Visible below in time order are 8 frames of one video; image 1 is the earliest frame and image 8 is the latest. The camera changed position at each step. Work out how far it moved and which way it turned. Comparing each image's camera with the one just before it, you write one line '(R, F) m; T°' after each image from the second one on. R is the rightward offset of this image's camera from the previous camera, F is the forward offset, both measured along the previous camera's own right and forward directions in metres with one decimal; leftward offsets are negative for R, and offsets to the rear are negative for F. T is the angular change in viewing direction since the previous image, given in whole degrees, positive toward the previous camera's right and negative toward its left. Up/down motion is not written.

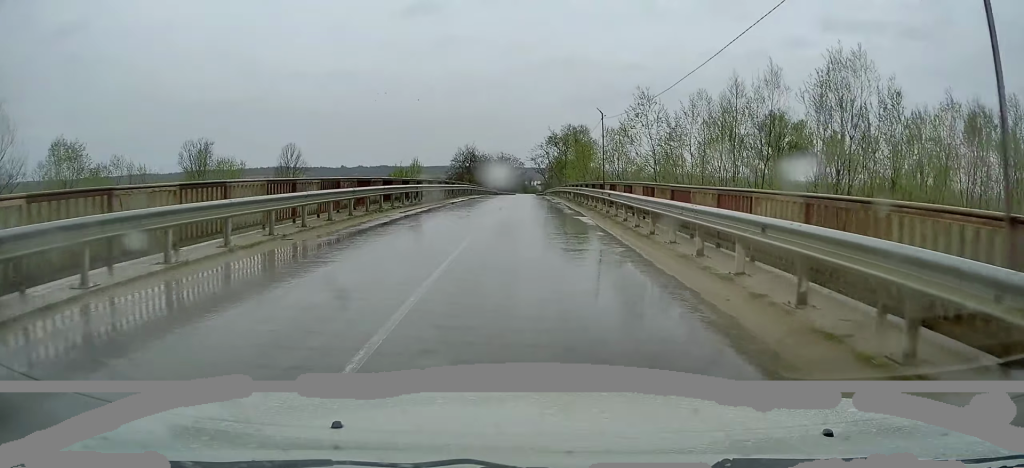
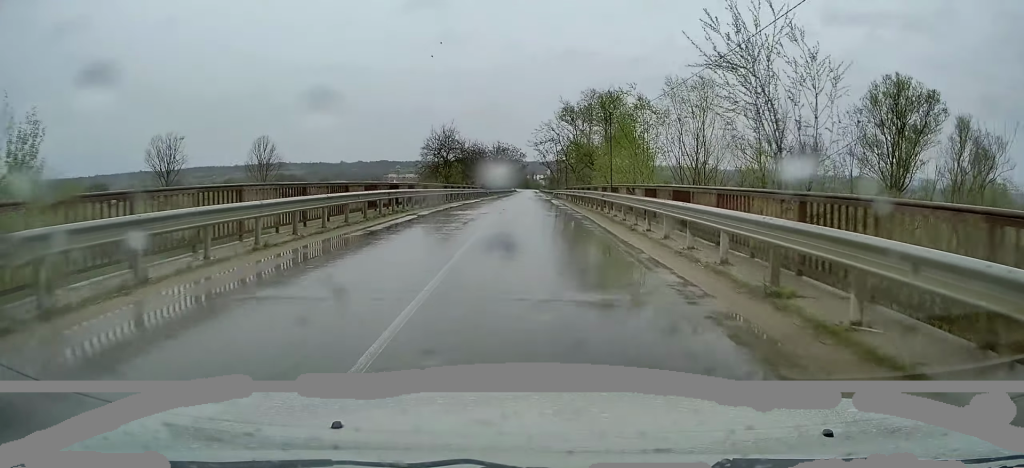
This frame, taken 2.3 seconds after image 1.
(-0.2, +31.2) m; -2°
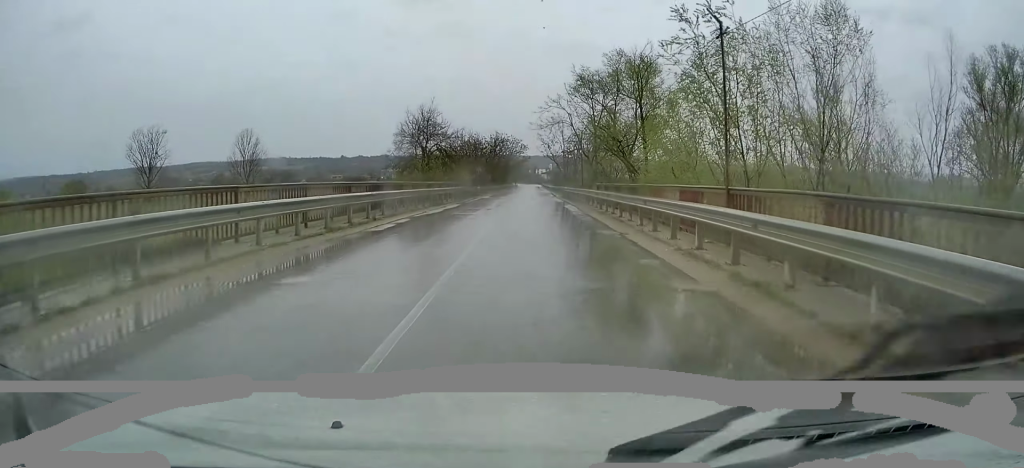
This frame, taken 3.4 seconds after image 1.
(-0.1, +16.2) m; 0°
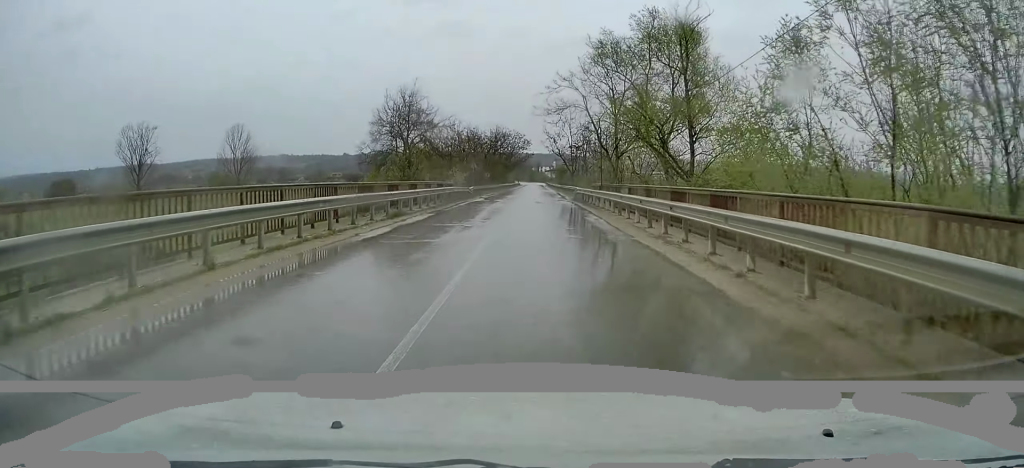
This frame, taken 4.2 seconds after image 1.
(0.0, +10.3) m; +1°
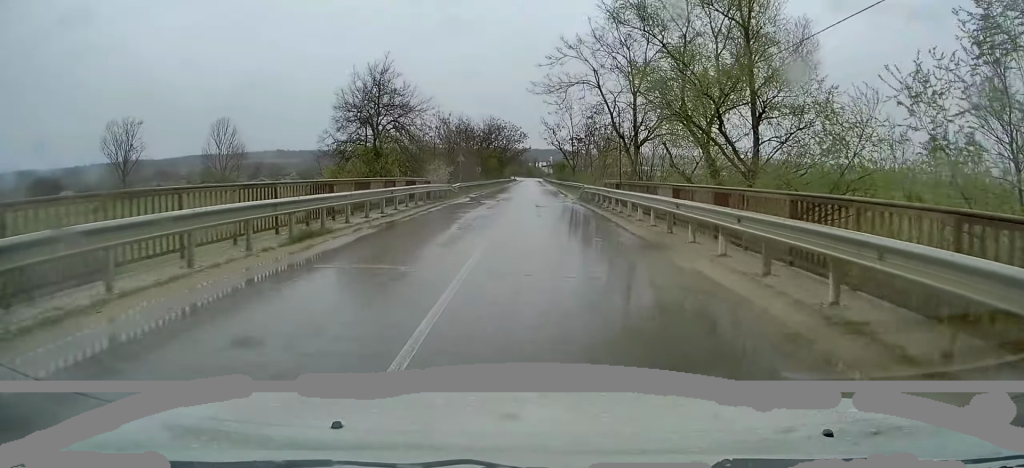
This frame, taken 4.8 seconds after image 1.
(+0.2, +8.5) m; +1°
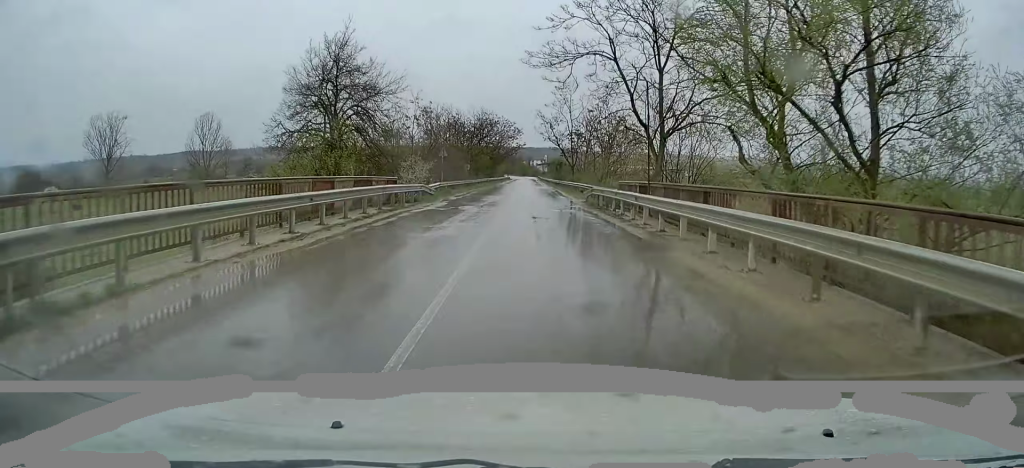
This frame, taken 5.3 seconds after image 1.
(0.0, +7.6) m; 0°
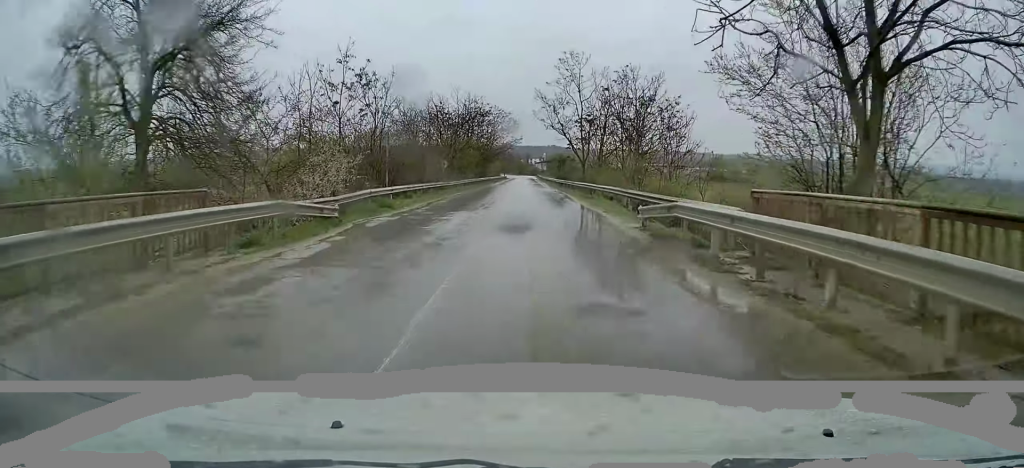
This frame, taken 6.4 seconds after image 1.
(-0.2, +16.5) m; -1°
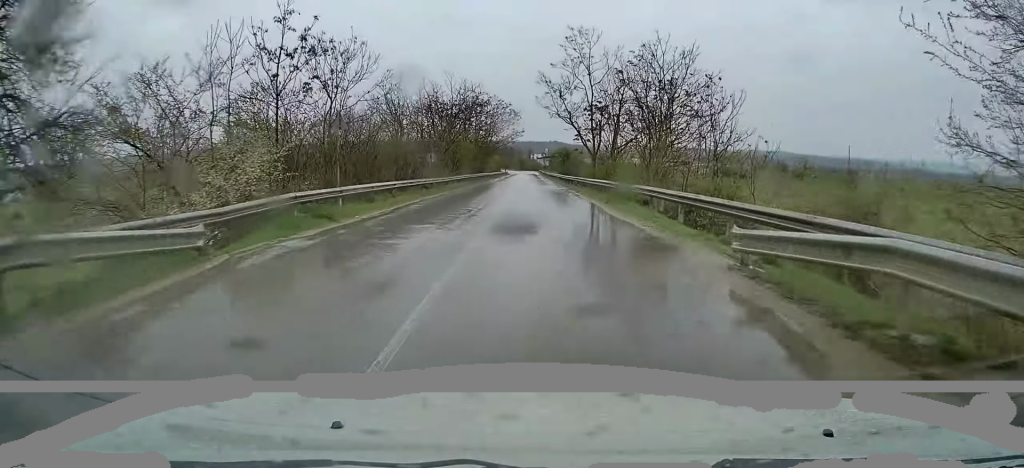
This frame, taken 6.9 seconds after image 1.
(-0.2, +7.3) m; 0°
